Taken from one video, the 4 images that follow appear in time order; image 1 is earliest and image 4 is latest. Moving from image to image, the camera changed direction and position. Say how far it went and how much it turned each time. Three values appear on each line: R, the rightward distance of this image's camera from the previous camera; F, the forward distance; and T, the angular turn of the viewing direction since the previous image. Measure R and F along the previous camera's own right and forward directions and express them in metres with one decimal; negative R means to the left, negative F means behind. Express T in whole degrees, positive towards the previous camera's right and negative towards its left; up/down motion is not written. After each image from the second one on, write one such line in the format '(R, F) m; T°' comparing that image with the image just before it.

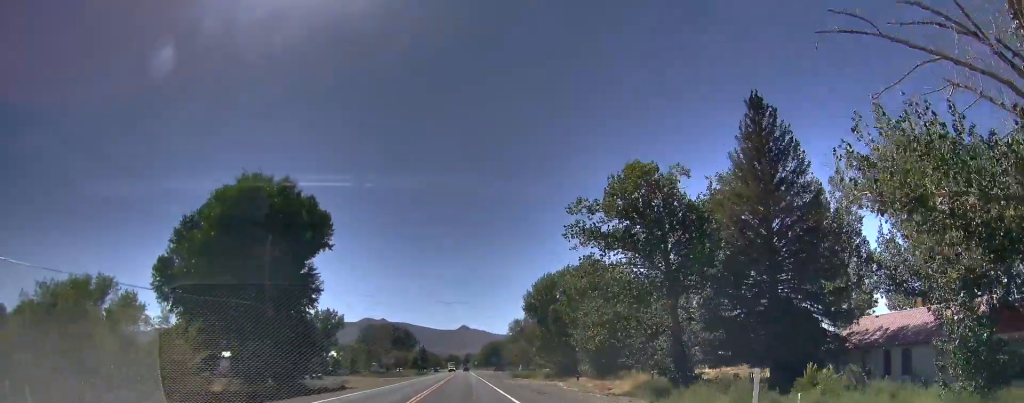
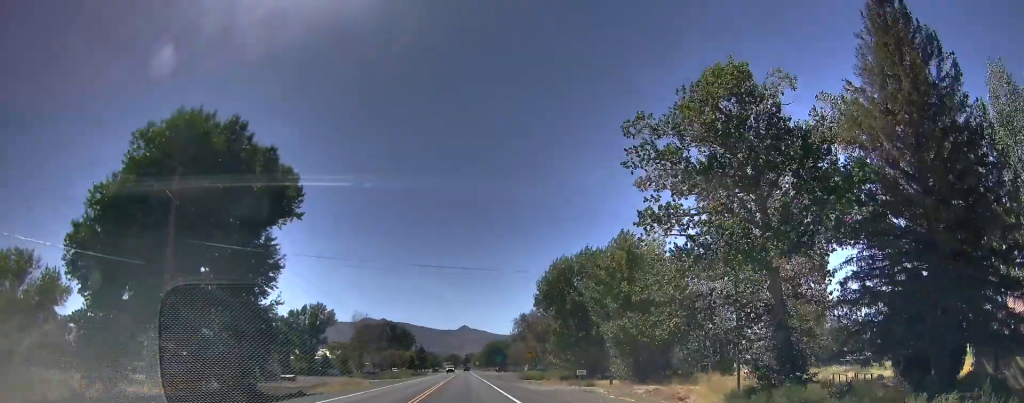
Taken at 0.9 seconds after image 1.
(+0.2, +16.1) m; +3°
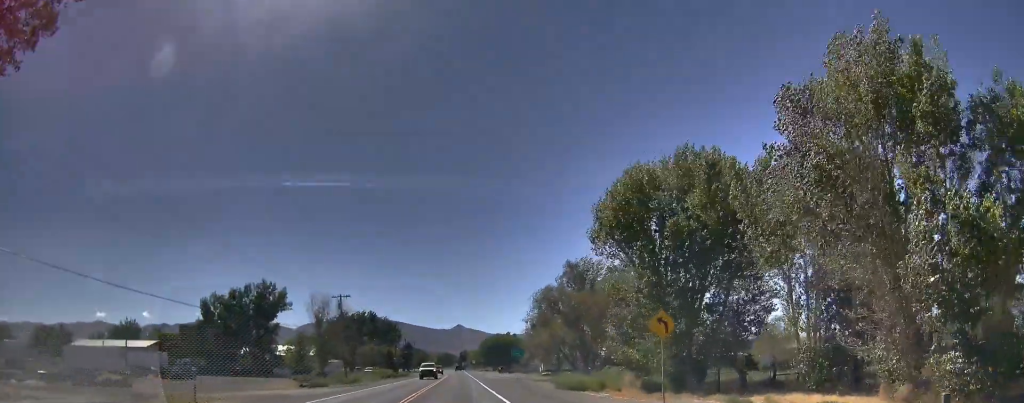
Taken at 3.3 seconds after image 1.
(+0.5, +42.7) m; +1°
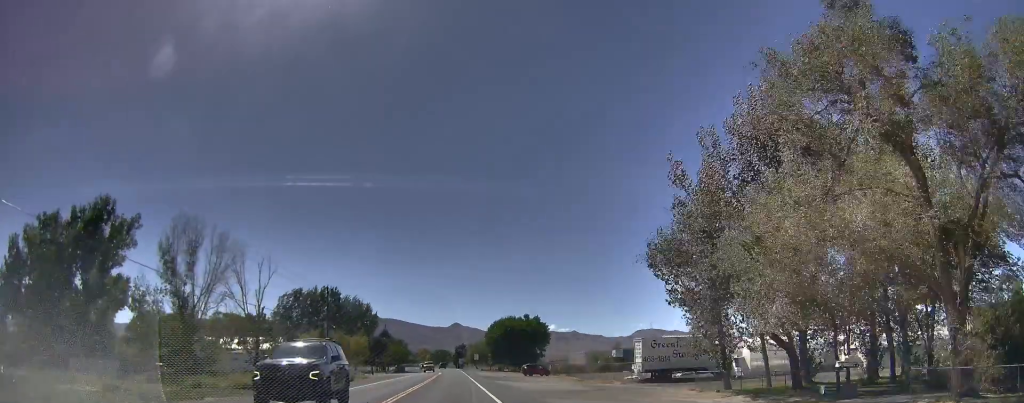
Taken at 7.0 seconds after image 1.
(-0.9, +67.9) m; -3°
